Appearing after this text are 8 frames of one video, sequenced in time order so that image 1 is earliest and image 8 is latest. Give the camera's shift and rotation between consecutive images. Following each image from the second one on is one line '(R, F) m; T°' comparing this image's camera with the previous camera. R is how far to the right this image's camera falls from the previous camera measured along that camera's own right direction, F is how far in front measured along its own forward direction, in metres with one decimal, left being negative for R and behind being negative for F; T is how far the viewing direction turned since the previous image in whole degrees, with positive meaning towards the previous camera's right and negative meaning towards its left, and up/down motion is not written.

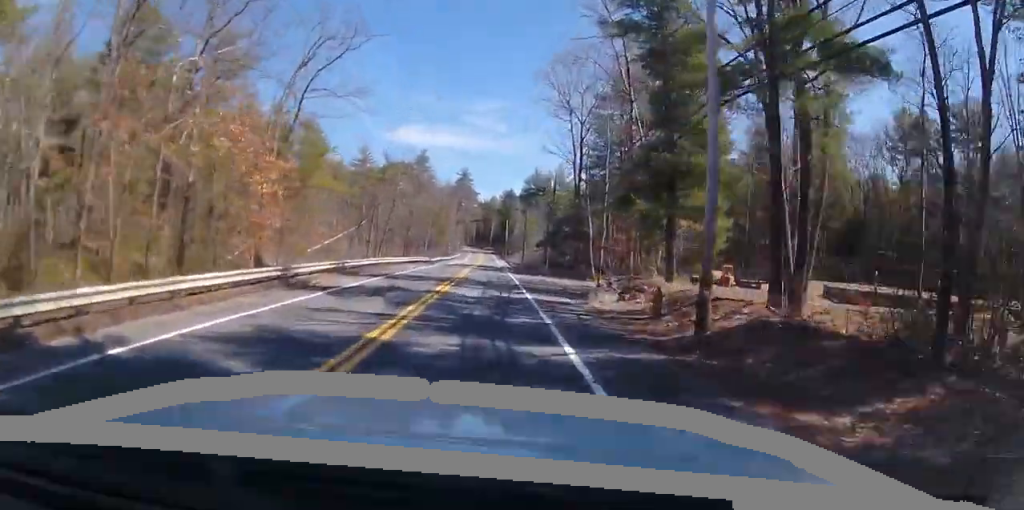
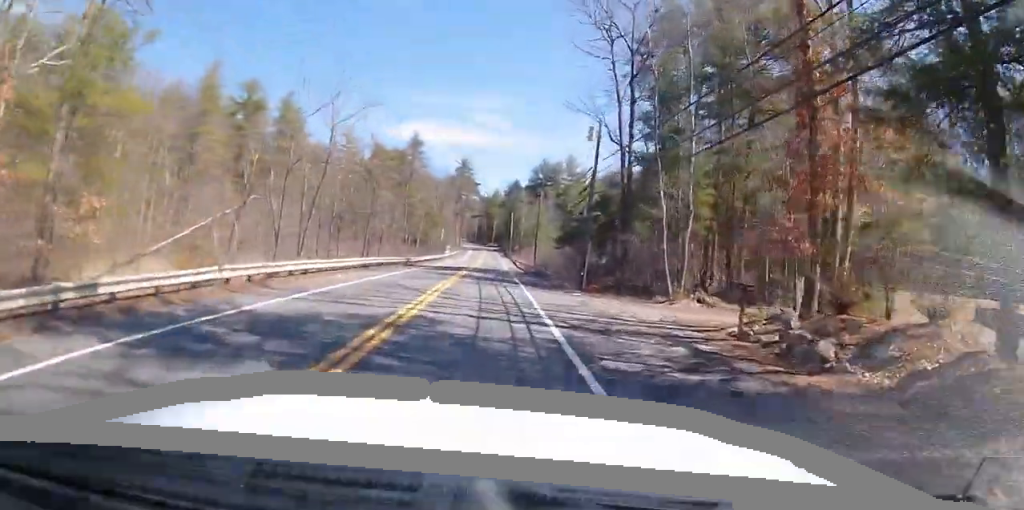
(0.0, +19.9) m; 0°
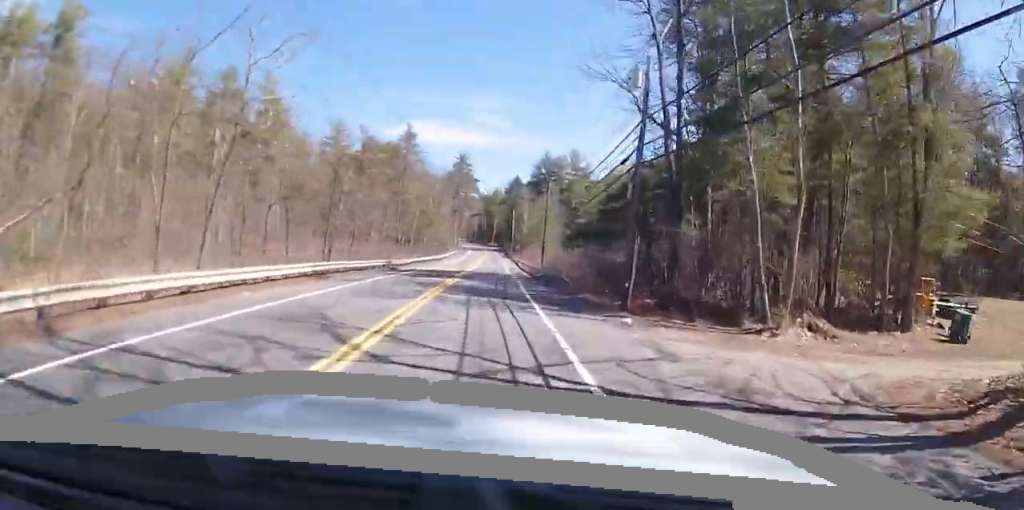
(+0.3, +9.9) m; 0°
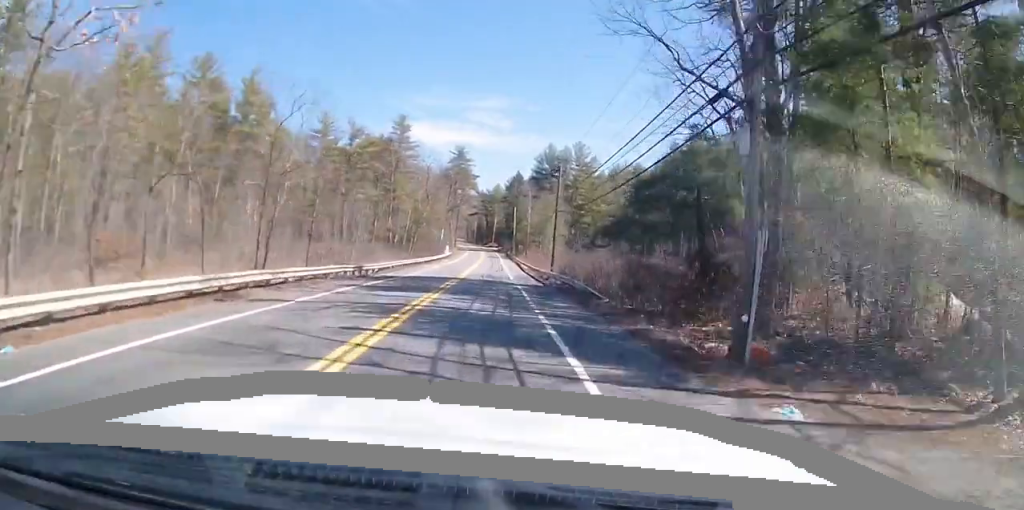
(-0.2, +9.2) m; 0°
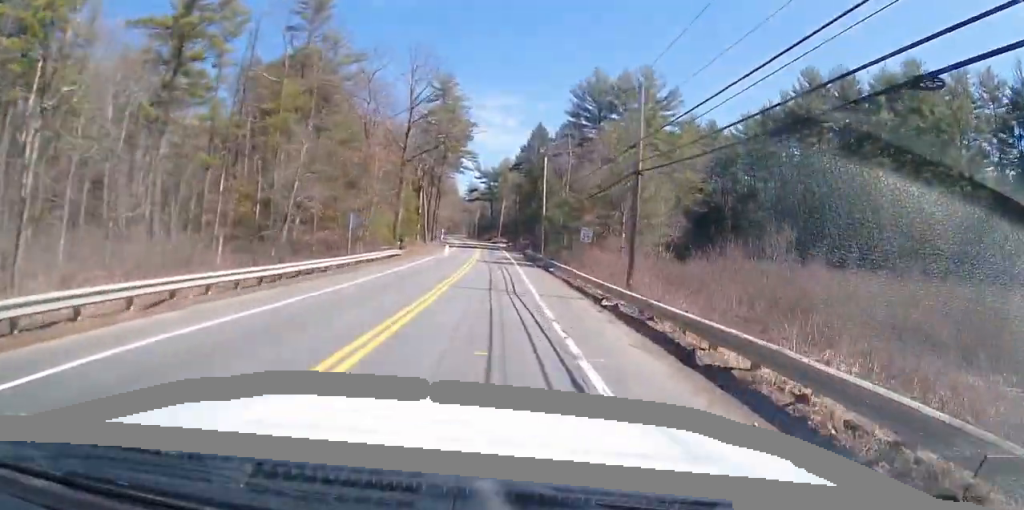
(+0.2, +60.1) m; 0°
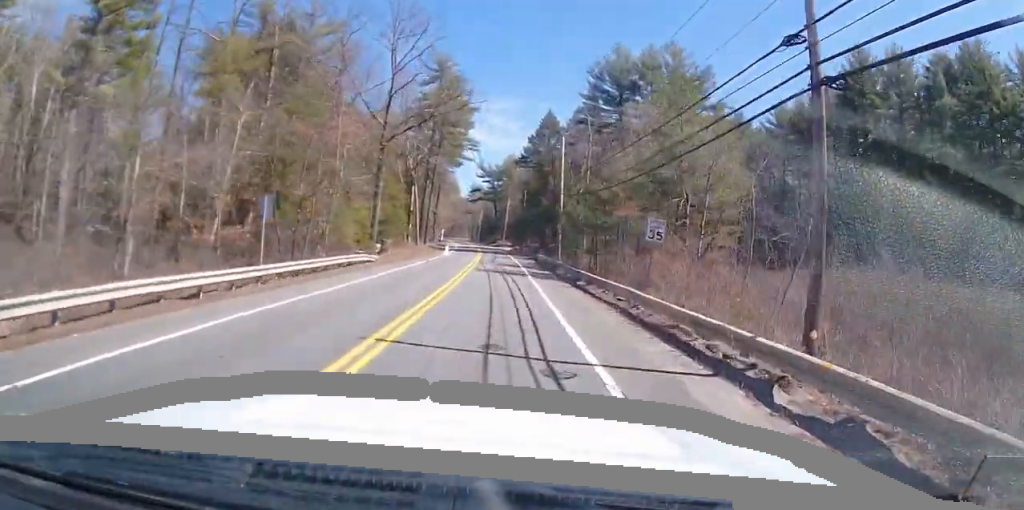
(+0.2, +12.1) m; 0°
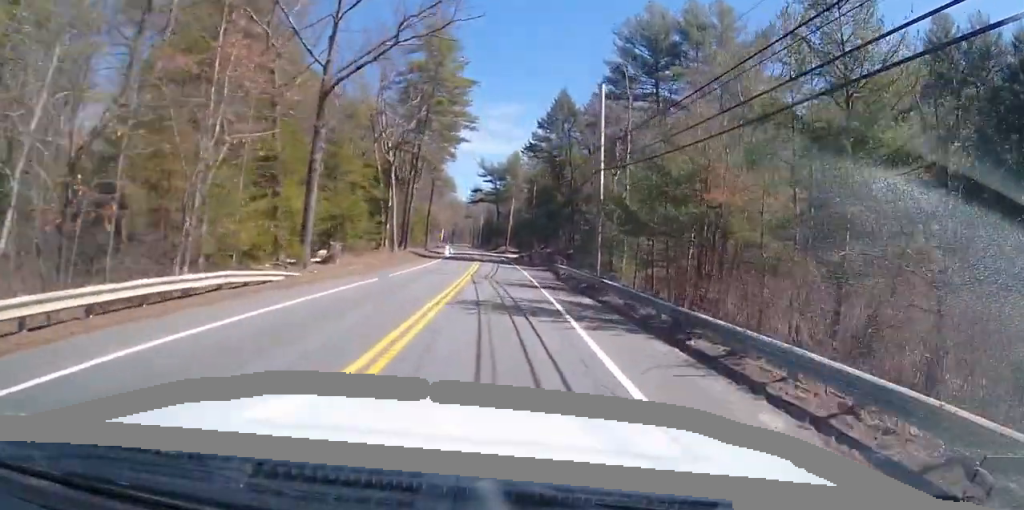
(-0.4, +16.6) m; 0°
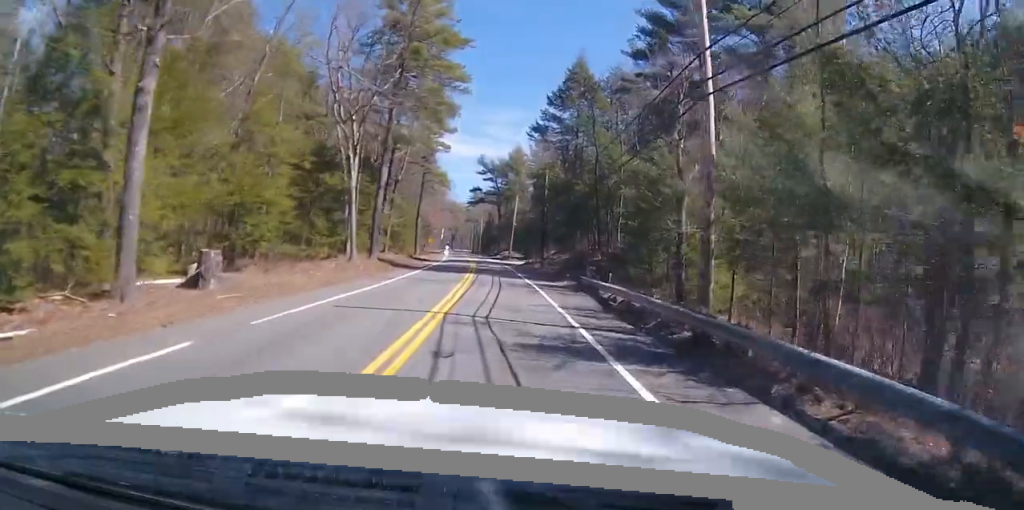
(+0.1, +15.0) m; +1°
